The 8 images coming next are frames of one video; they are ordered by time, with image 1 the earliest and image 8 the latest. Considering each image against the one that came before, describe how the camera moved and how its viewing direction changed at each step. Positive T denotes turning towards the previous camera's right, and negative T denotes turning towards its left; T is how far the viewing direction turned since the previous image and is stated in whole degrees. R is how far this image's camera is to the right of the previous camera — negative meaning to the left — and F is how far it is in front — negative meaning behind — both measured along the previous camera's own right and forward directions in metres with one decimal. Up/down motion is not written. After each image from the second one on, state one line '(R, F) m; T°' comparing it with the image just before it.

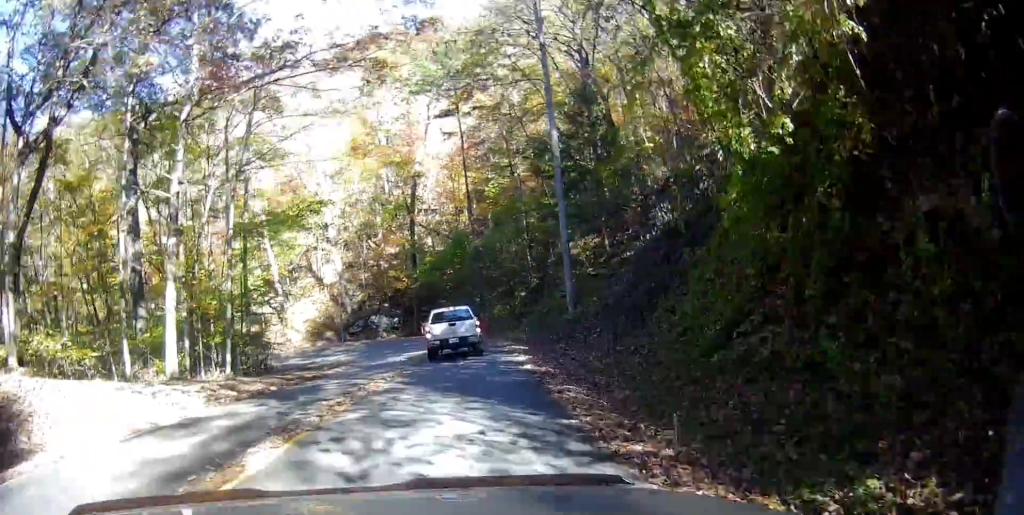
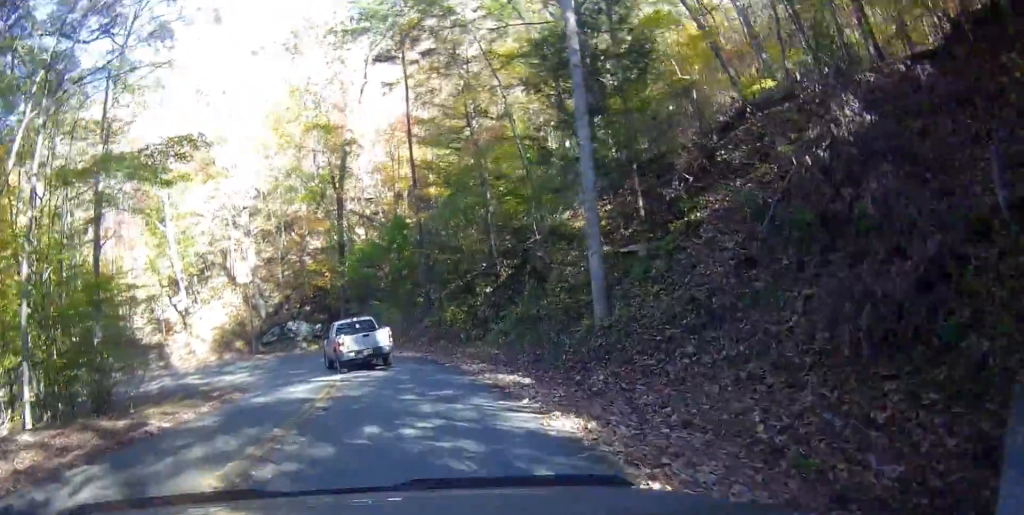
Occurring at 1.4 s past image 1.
(+0.8, +11.7) m; +9°
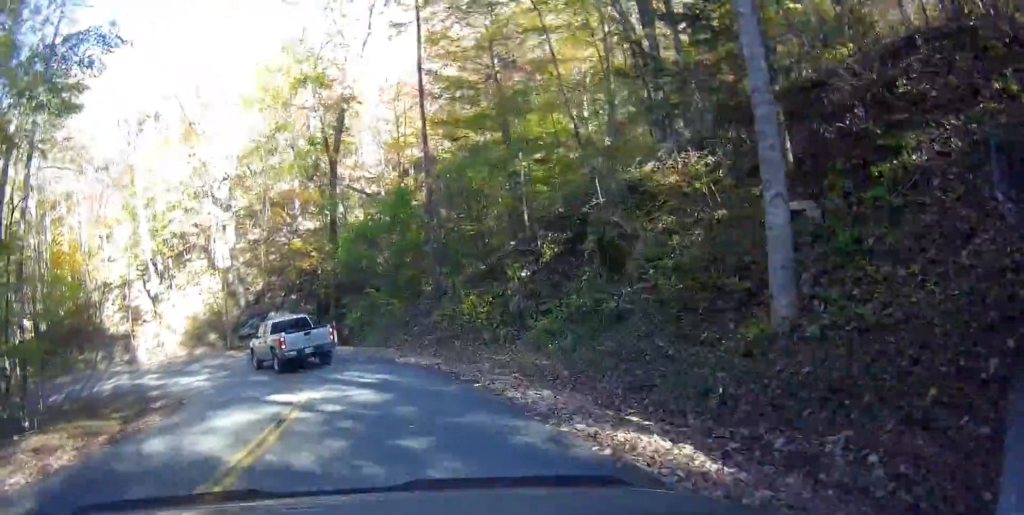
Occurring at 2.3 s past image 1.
(0.0, +7.5) m; 0°
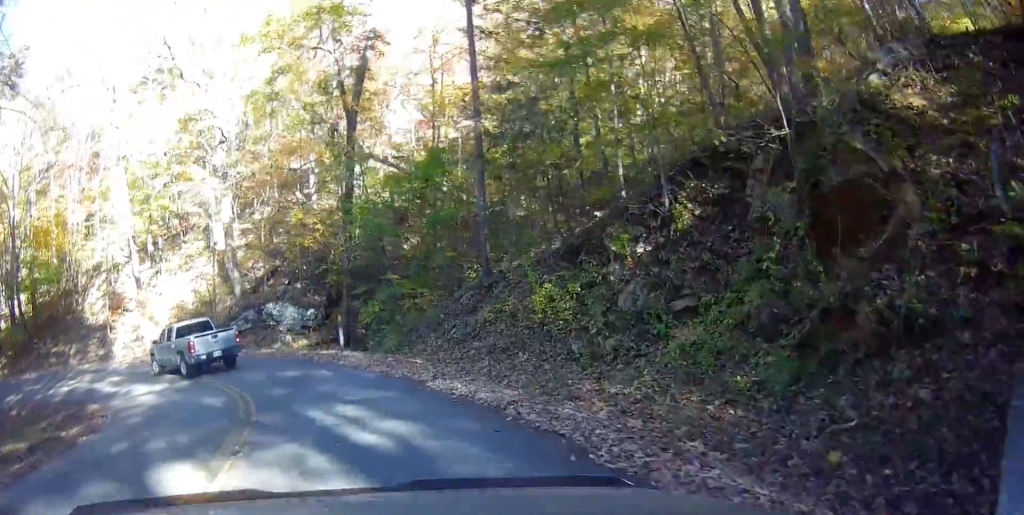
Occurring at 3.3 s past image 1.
(-0.1, +8.4) m; -8°
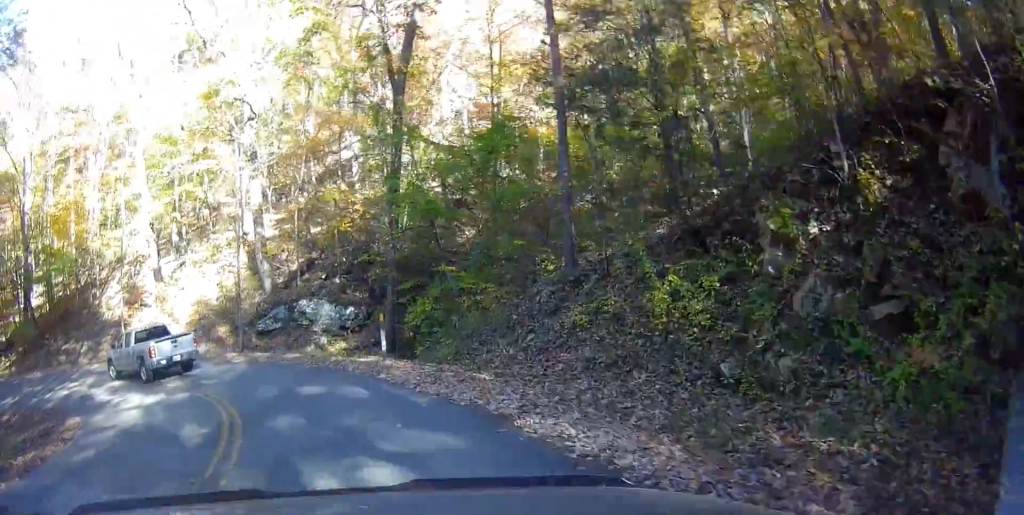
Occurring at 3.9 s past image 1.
(-0.3, +4.7) m; -8°
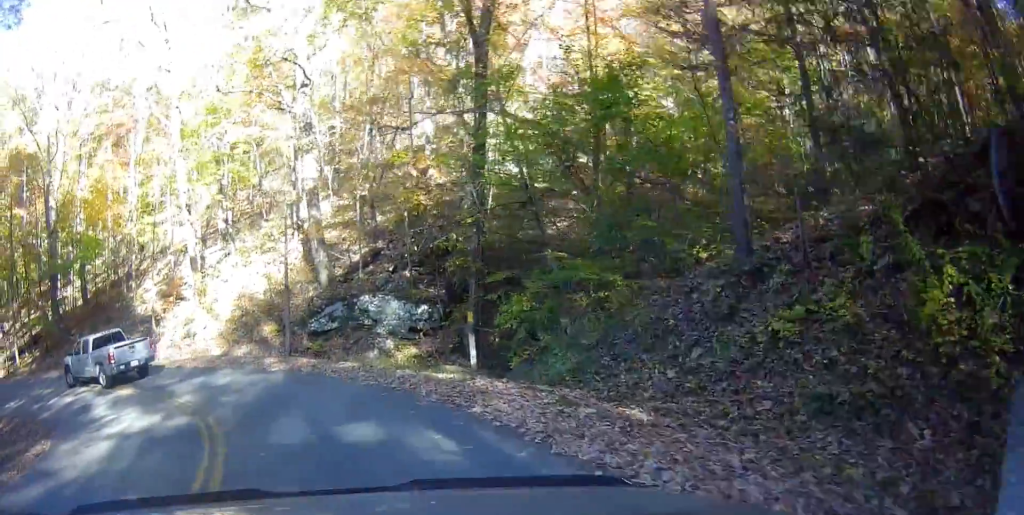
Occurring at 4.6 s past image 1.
(-0.5, +5.4) m; -11°
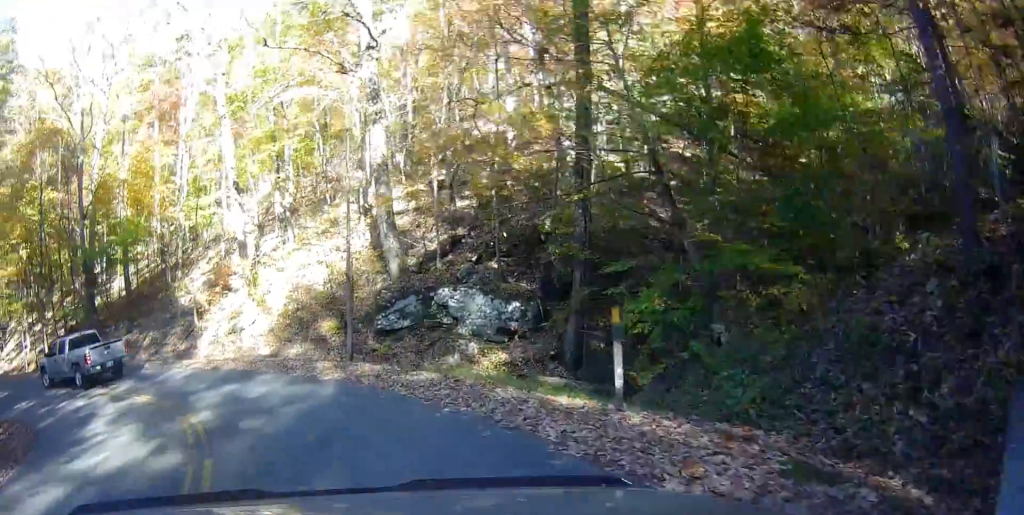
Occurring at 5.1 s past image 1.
(-0.4, +4.5) m; -5°
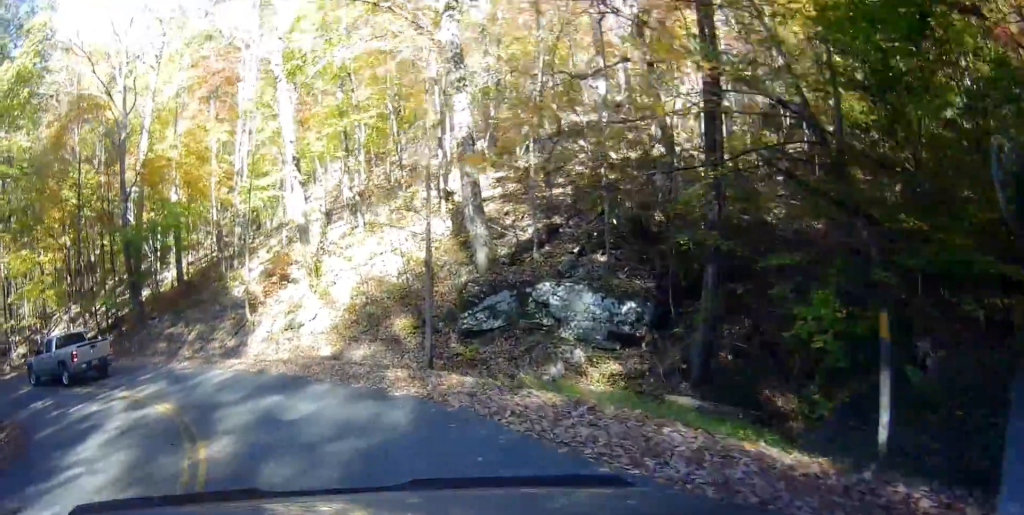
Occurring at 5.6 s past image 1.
(-0.1, +3.9) m; -4°
